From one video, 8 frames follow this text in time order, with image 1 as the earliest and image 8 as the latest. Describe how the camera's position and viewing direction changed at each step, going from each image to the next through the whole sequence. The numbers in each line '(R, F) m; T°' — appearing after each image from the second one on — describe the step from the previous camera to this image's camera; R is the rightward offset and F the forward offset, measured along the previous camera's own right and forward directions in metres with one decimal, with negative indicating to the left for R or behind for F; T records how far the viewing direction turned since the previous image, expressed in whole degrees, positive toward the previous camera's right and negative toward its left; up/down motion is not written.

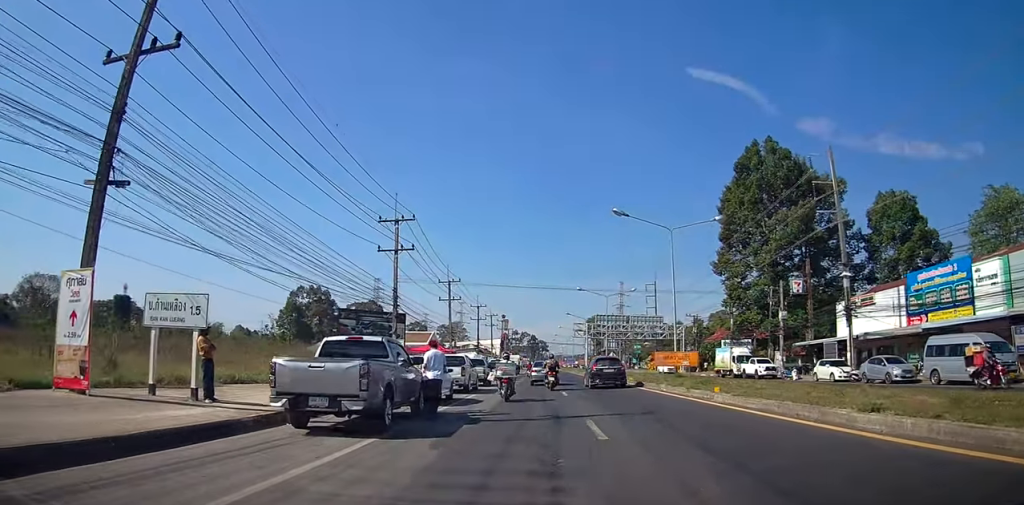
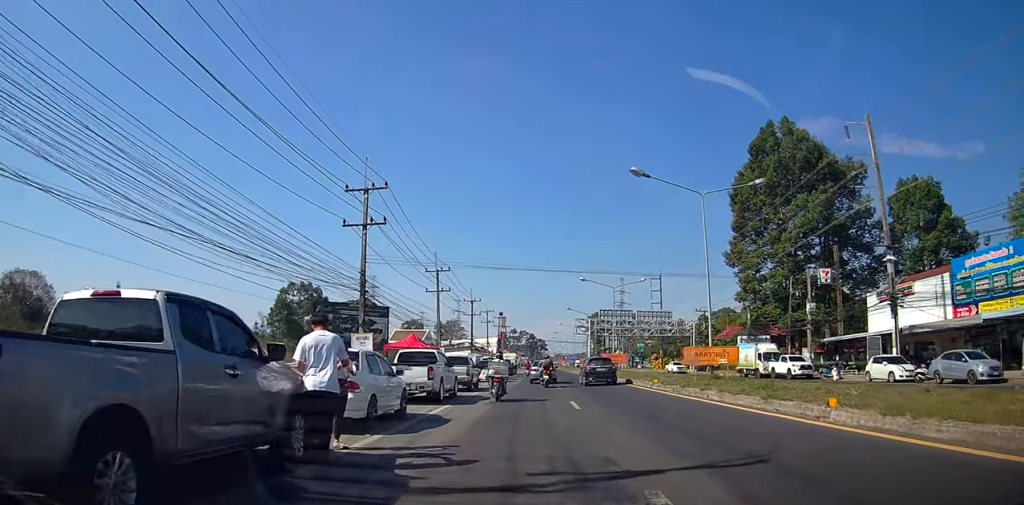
(+0.1, +6.4) m; +1°
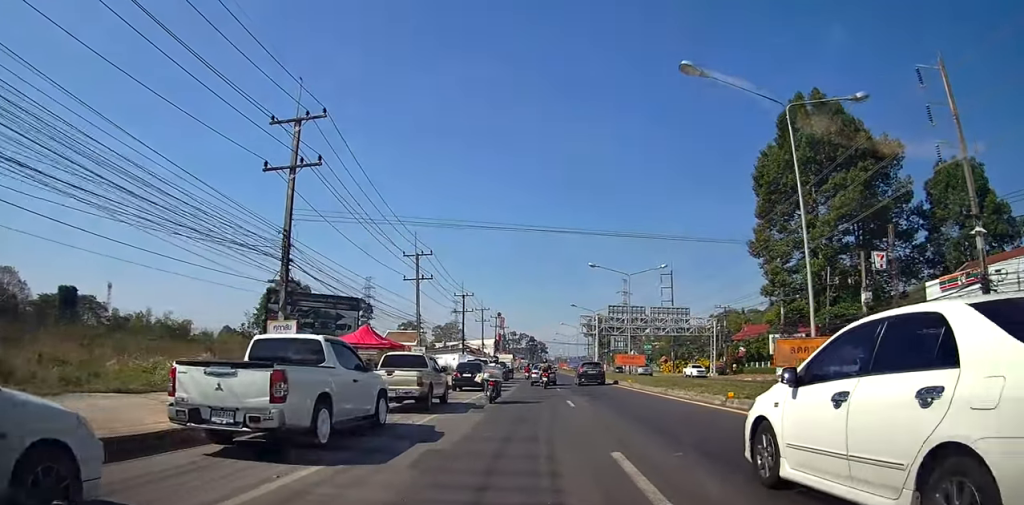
(+0.1, +9.4) m; 0°
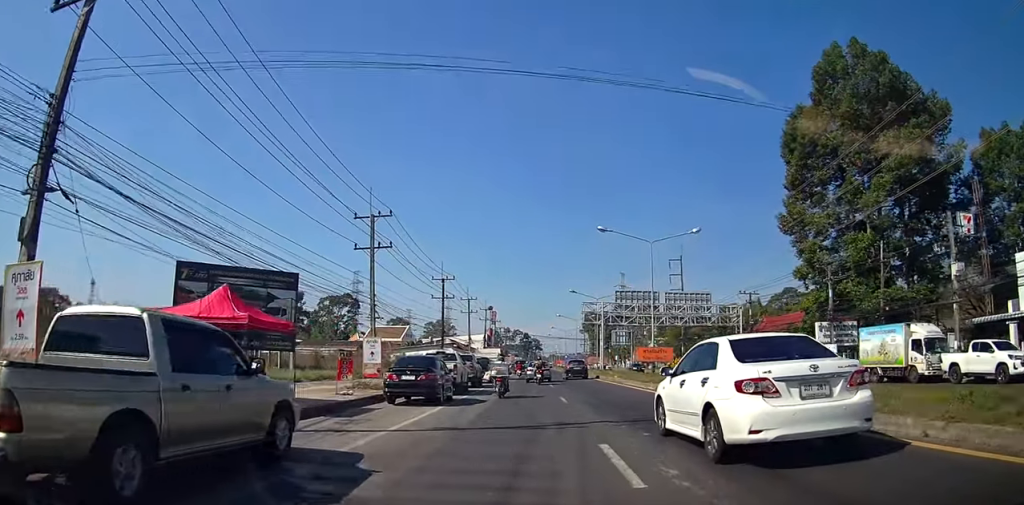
(-0.1, +12.4) m; 0°
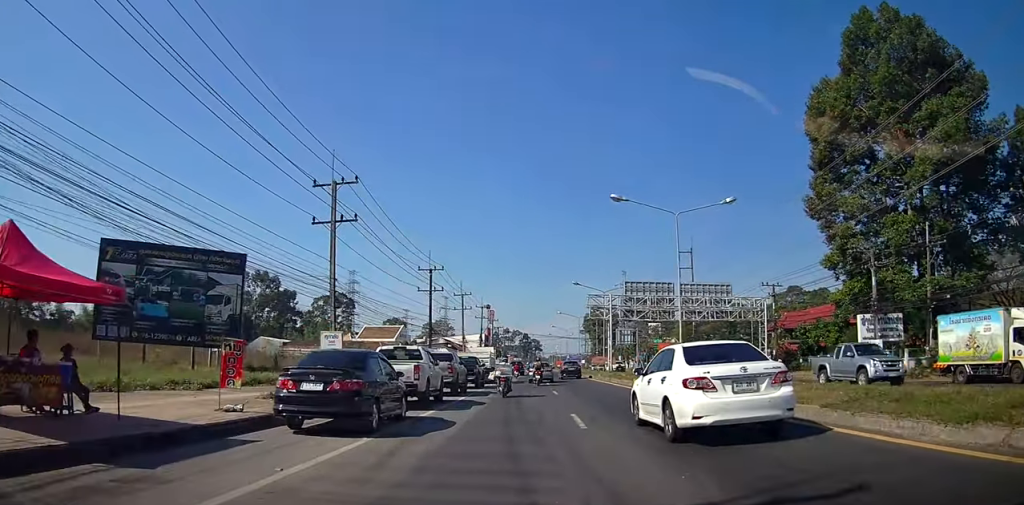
(0.0, +7.9) m; 0°
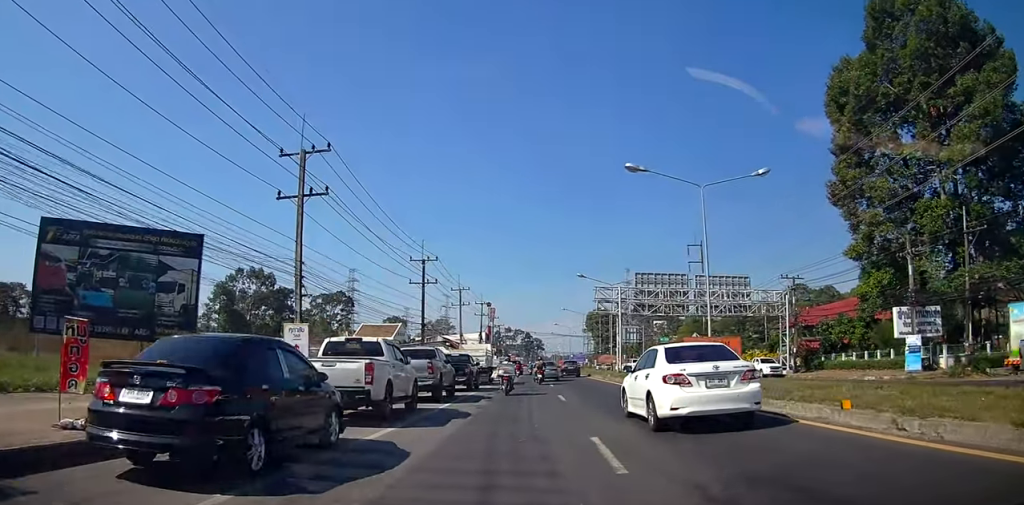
(+0.1, +4.7) m; 0°
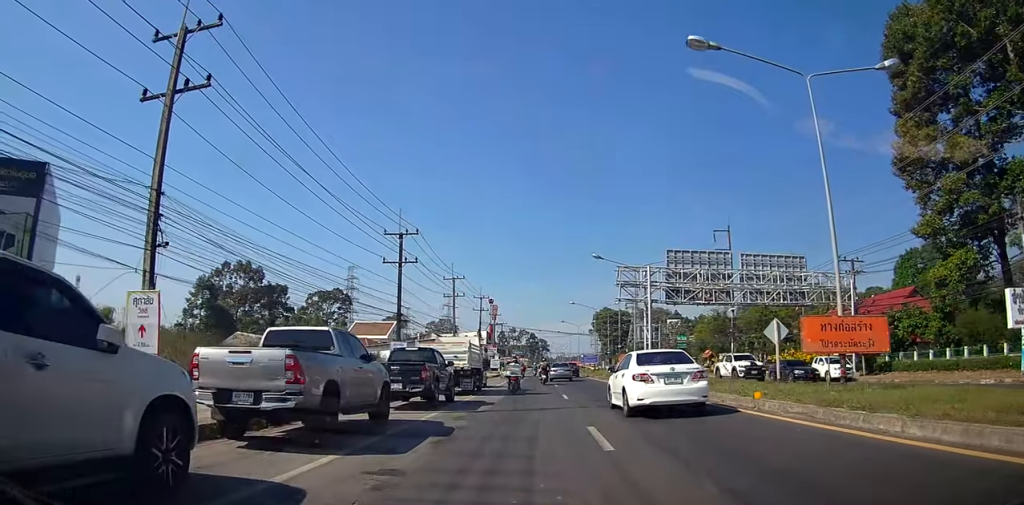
(-0.1, +9.8) m; -1°
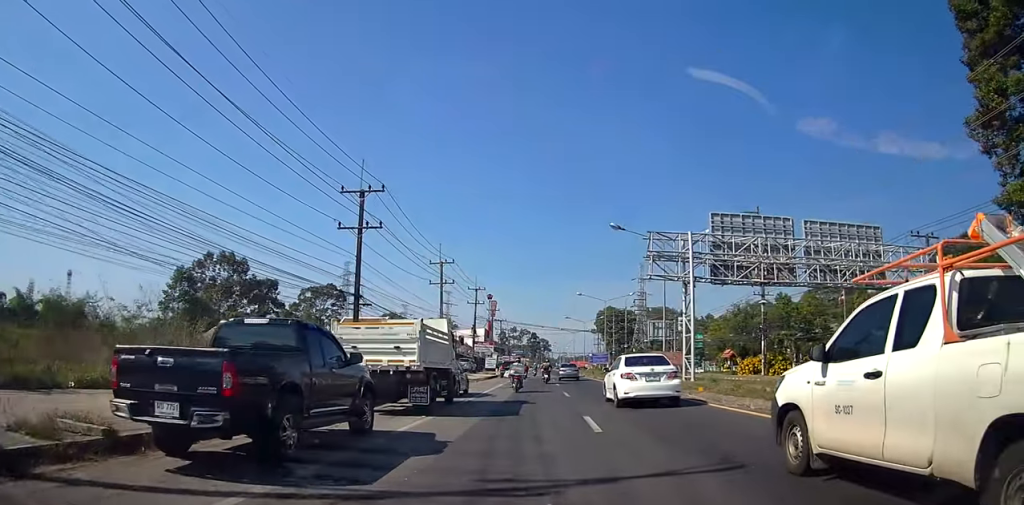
(0.0, +8.9) m; +1°
